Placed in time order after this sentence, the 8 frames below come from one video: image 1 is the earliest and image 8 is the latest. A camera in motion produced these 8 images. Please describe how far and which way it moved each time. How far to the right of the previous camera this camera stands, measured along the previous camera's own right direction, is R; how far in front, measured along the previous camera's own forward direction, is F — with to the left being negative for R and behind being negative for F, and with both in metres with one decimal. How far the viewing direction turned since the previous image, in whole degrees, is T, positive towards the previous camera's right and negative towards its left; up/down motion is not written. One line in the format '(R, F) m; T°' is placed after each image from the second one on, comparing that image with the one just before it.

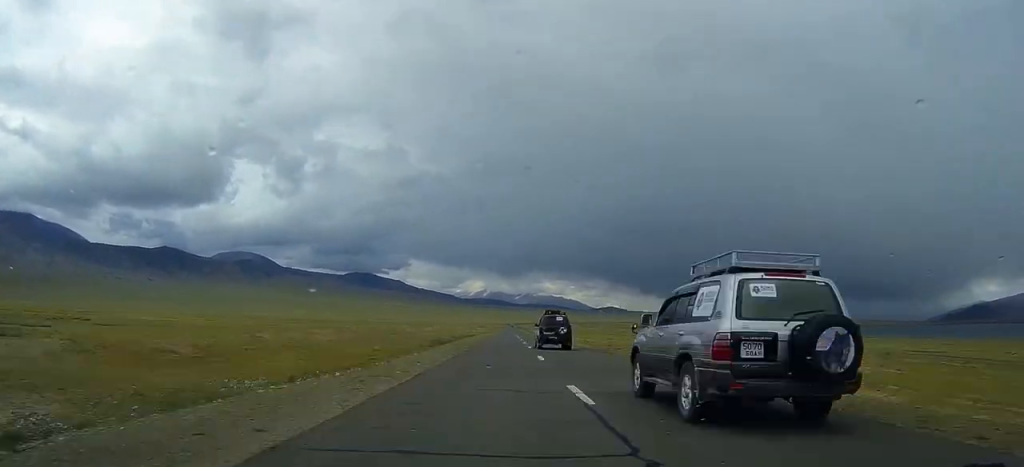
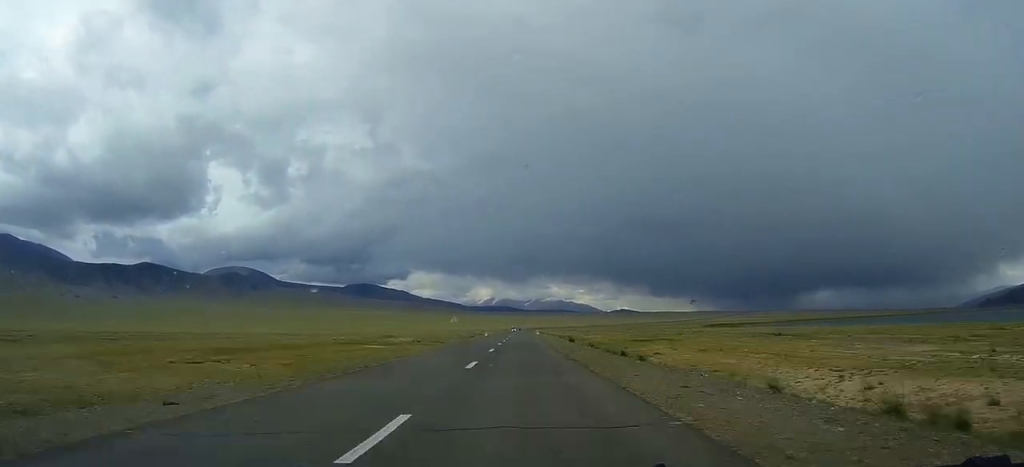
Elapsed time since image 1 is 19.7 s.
(-0.9, +532.0) m; 0°
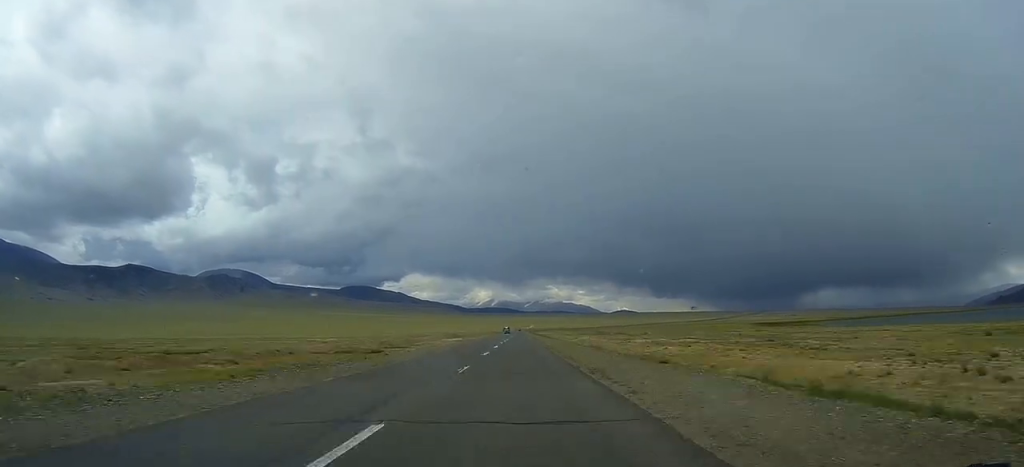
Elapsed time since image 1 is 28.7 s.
(-0.1, +232.6) m; 0°
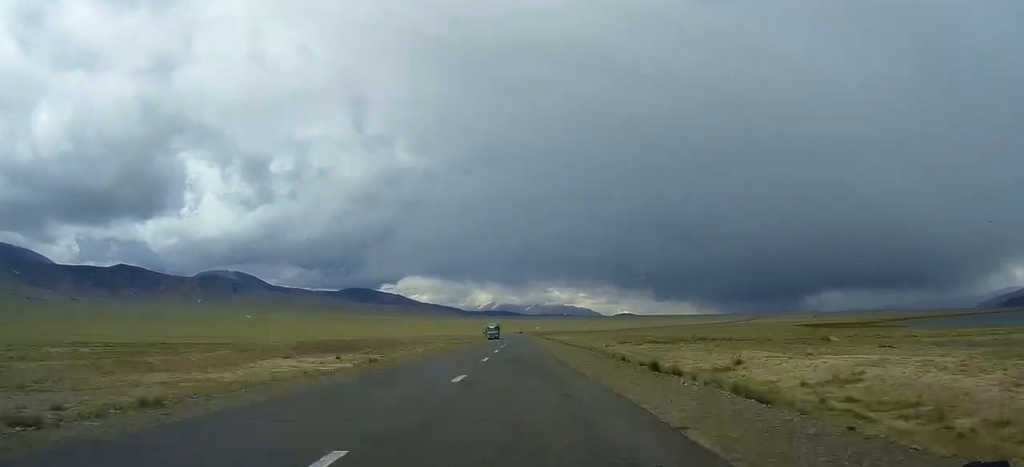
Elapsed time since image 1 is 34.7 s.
(-0.4, +151.9) m; 0°
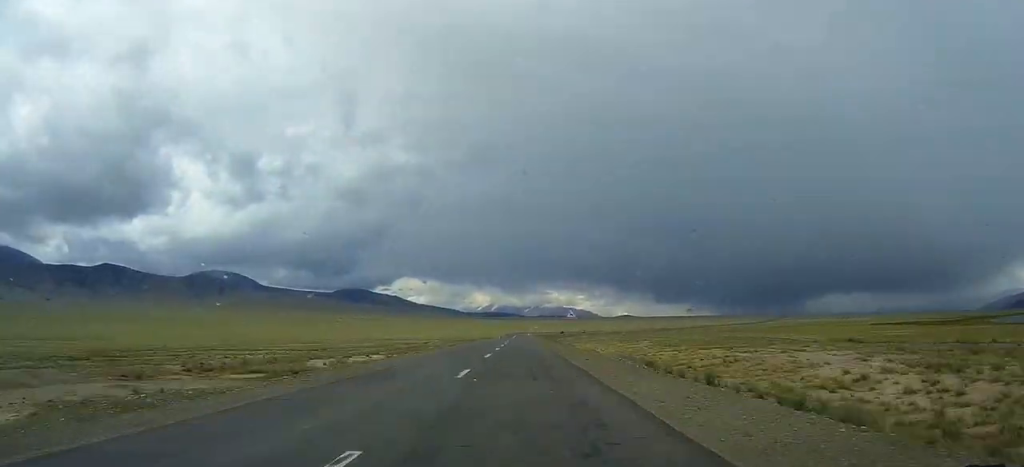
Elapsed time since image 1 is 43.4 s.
(+0.2, +214.1) m; +3°
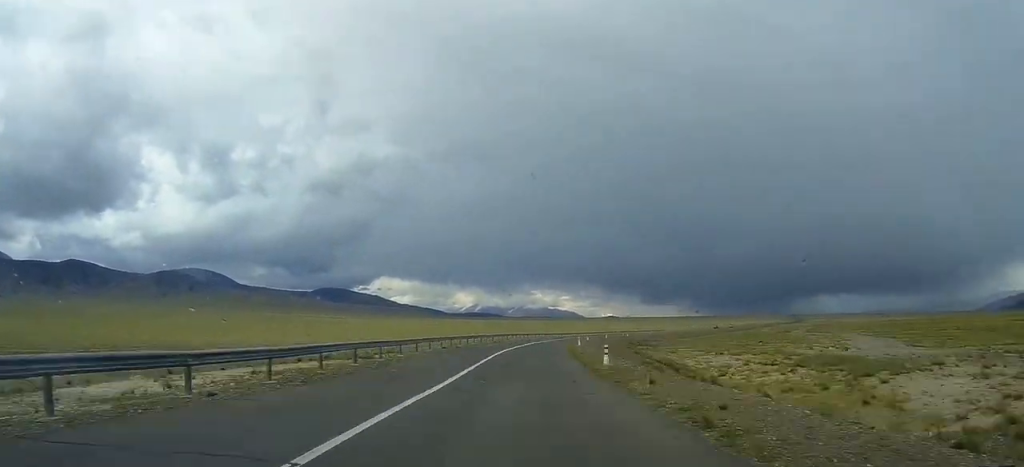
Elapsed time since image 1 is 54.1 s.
(+14.3, +259.2) m; +13°
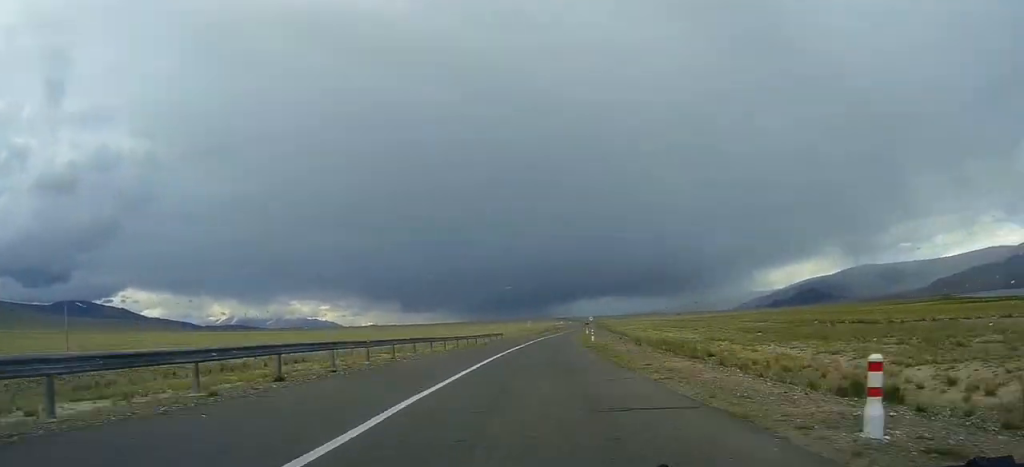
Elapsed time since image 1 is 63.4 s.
(+34.5, +227.8) m; +11°
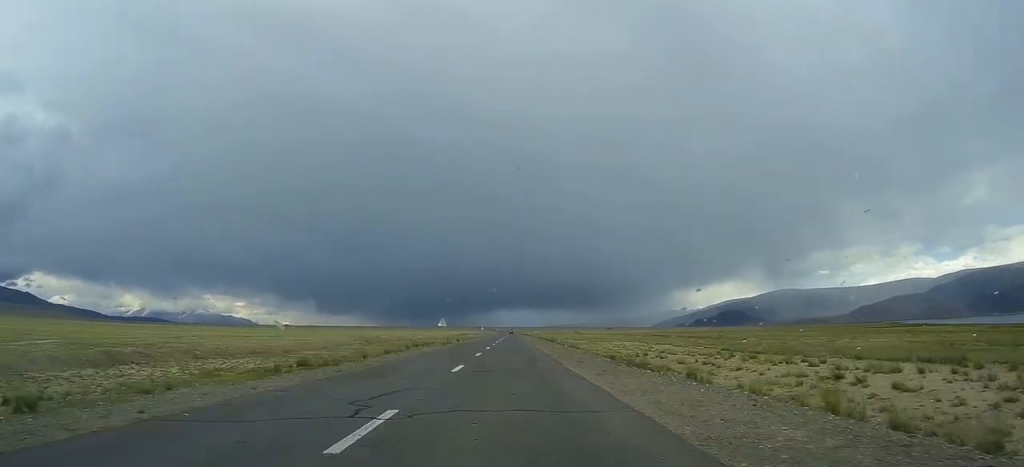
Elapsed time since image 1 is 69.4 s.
(+8.1, +153.5) m; +3°
